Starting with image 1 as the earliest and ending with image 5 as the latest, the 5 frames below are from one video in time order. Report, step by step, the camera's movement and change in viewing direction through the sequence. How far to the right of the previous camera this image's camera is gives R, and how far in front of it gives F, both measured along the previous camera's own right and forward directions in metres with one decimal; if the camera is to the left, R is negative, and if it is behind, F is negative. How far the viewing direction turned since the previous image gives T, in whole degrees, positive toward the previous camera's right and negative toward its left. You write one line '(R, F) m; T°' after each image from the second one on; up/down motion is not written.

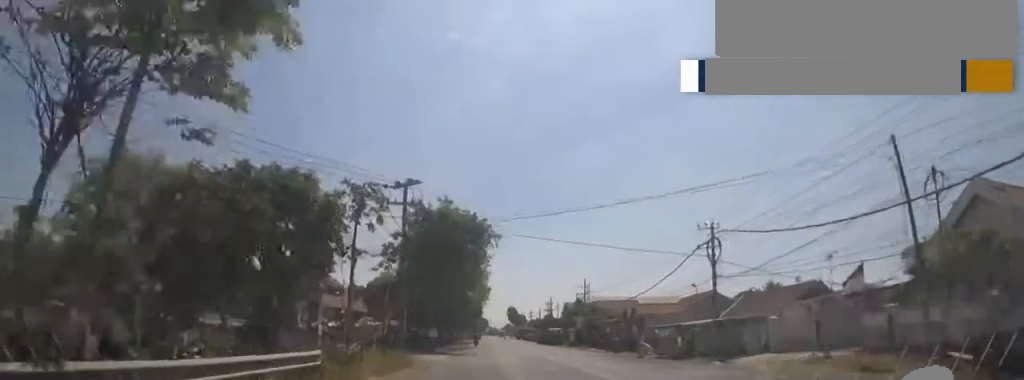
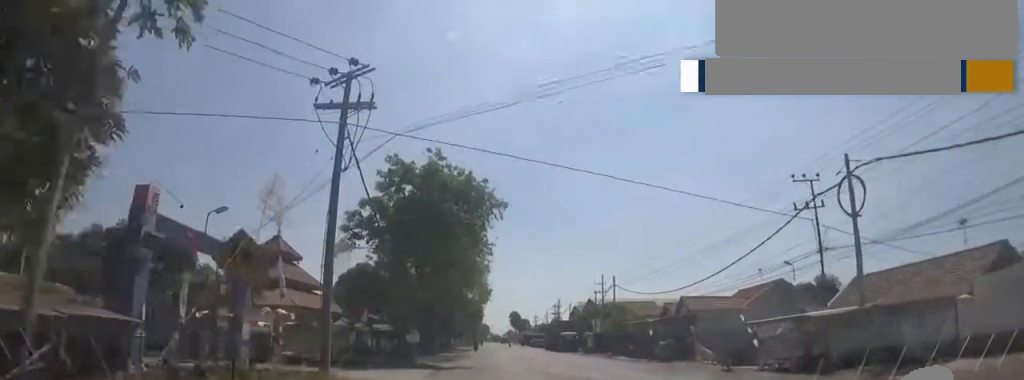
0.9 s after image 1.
(+0.2, +11.2) m; -1°
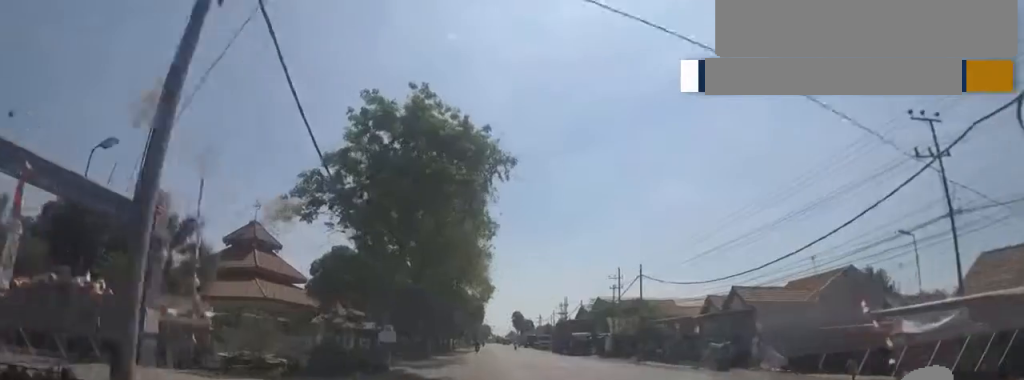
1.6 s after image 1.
(-0.2, +7.6) m; -1°
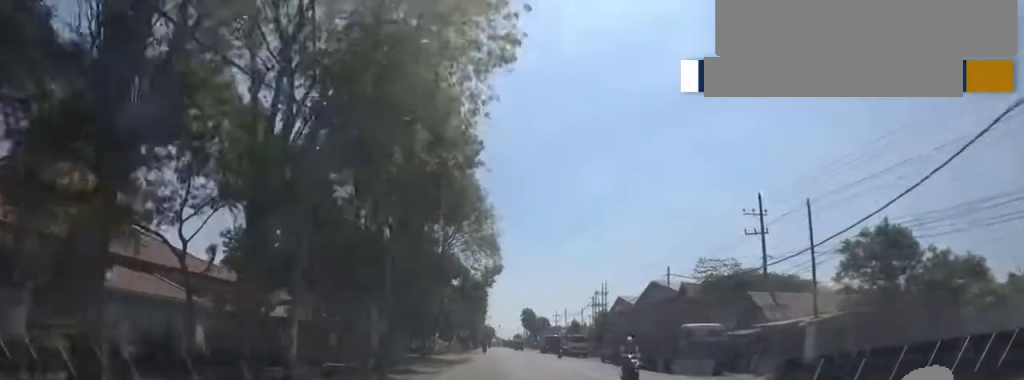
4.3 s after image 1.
(-0.2, +31.5) m; 0°
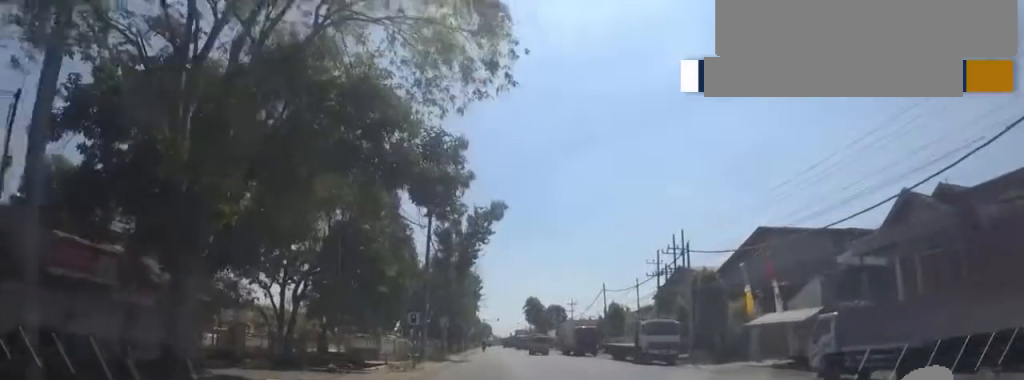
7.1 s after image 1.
(-1.8, +30.2) m; +2°
